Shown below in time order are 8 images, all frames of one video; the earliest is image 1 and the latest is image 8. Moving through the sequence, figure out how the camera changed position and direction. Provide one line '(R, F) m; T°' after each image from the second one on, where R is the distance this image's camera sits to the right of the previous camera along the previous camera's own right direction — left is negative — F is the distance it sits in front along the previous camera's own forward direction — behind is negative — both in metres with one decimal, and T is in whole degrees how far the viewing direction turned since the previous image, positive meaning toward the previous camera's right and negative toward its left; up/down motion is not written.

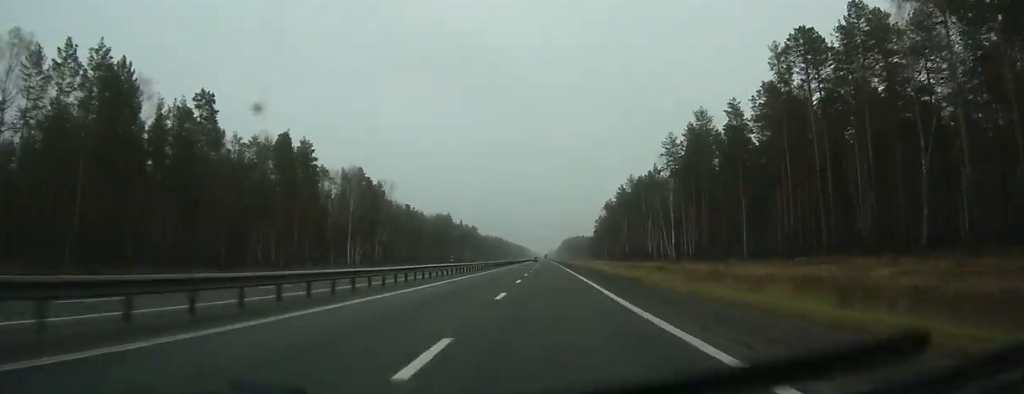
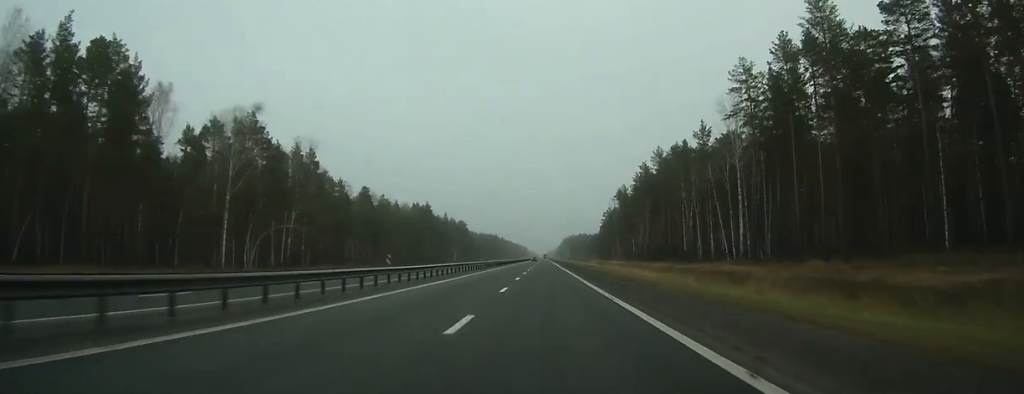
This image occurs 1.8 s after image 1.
(+0.1, +56.3) m; 0°
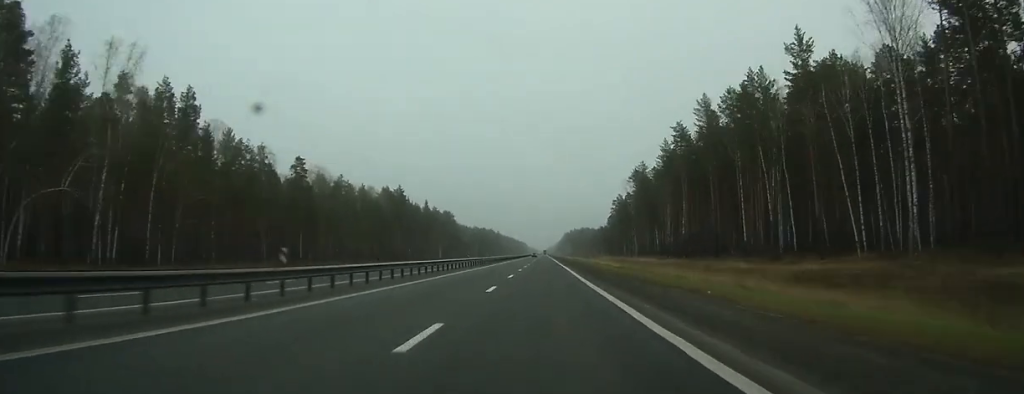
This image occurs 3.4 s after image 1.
(+0.2, +50.0) m; 0°
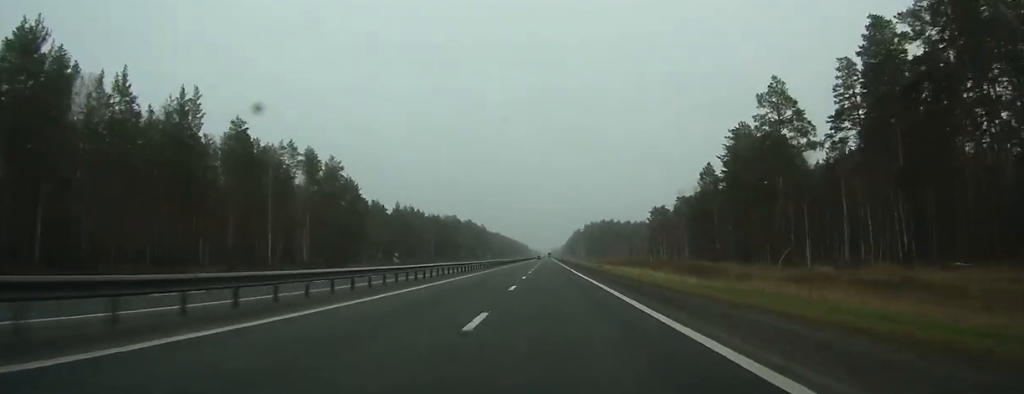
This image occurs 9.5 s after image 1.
(-1.7, +190.3) m; -1°
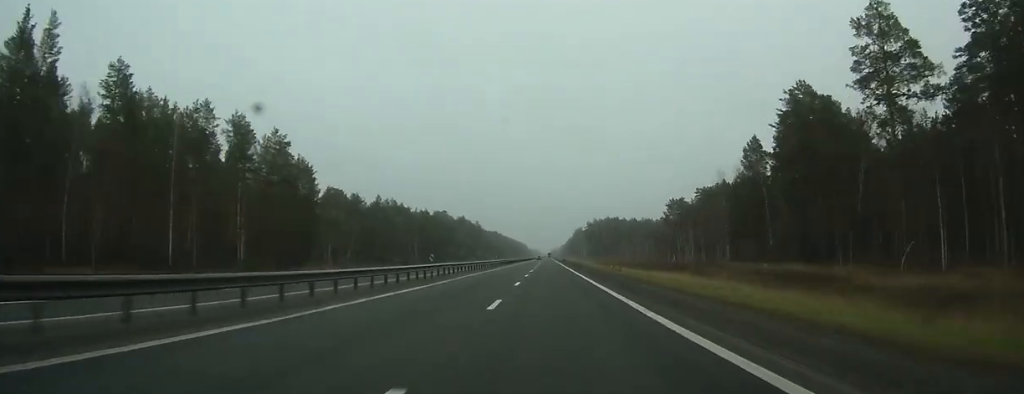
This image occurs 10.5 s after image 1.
(0.0, +31.6) m; 0°
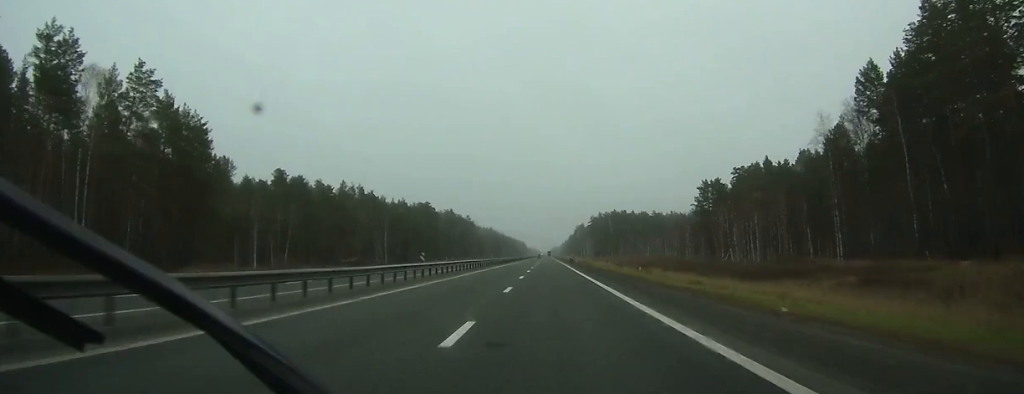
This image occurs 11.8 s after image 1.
(0.0, +42.3) m; 0°
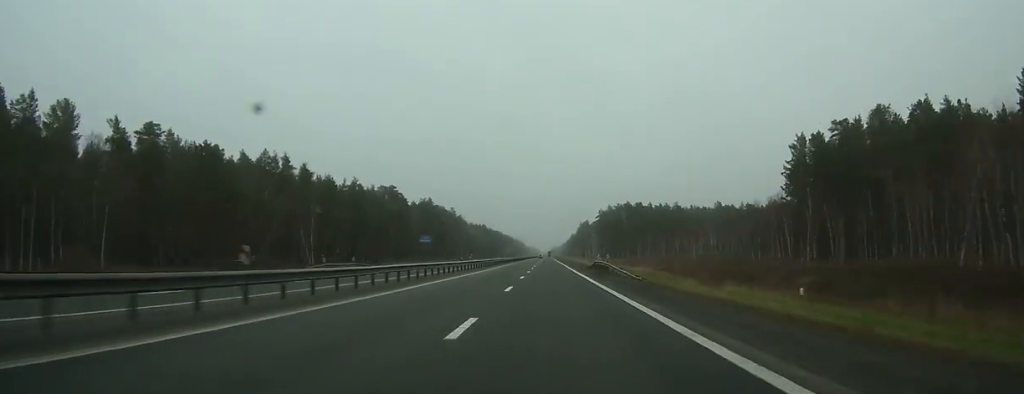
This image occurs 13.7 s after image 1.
(+0.2, +59.5) m; +1°
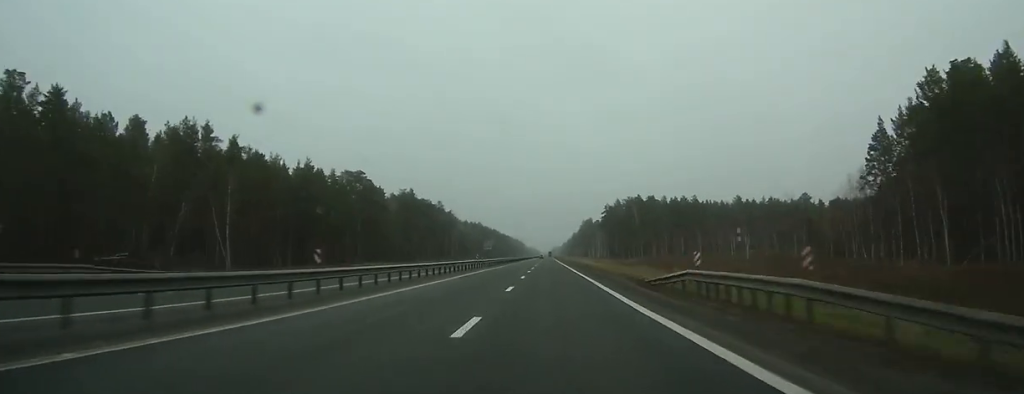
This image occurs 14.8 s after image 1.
(+0.2, +36.2) m; 0°
